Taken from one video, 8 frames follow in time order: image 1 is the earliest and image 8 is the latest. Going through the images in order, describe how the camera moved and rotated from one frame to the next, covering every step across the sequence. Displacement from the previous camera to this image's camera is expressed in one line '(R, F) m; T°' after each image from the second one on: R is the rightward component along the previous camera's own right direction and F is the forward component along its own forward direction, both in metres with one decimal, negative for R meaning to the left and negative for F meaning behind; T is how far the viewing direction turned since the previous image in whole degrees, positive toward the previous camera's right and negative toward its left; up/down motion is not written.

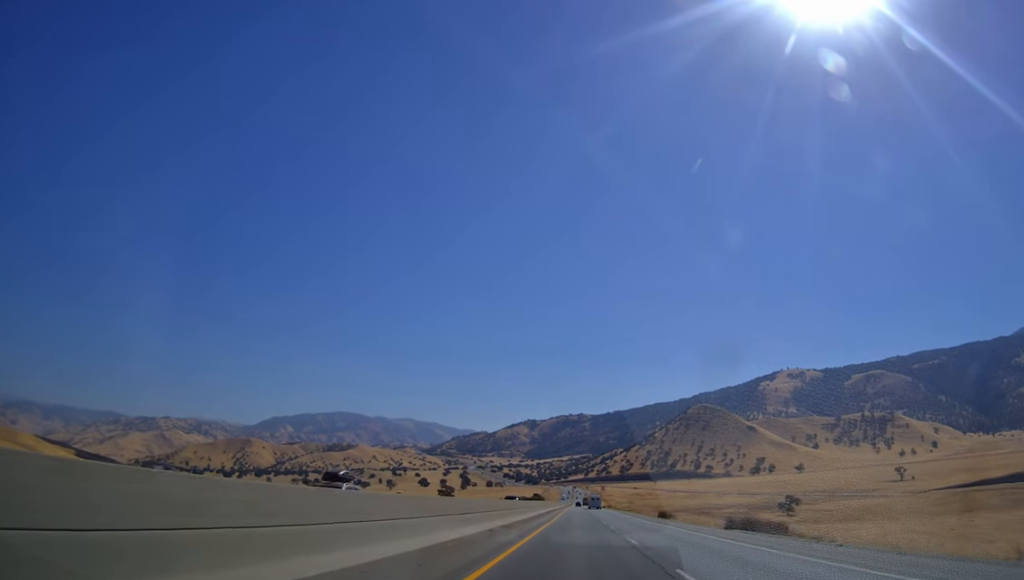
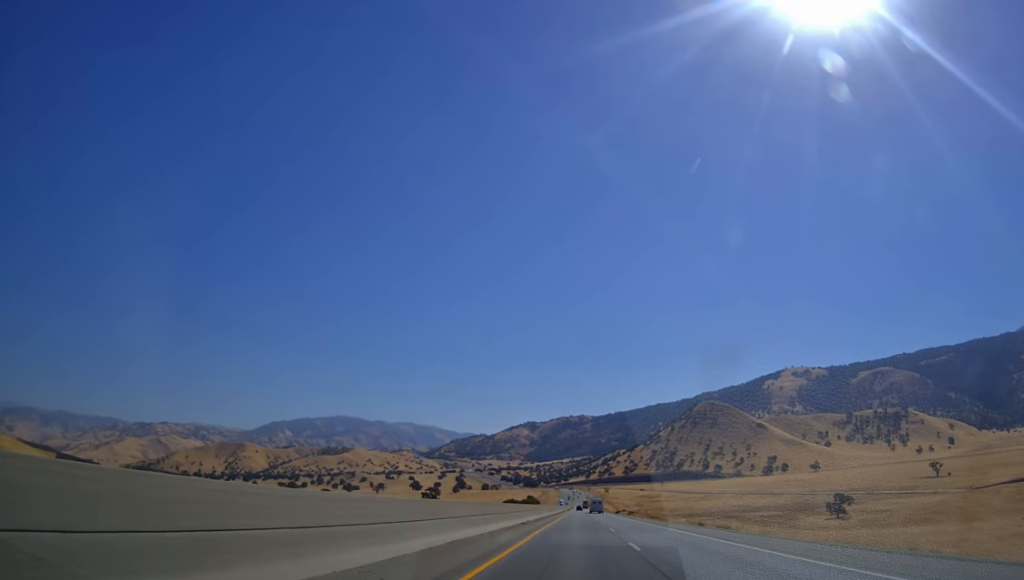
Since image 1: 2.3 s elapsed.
(+0.4, +73.5) m; 0°
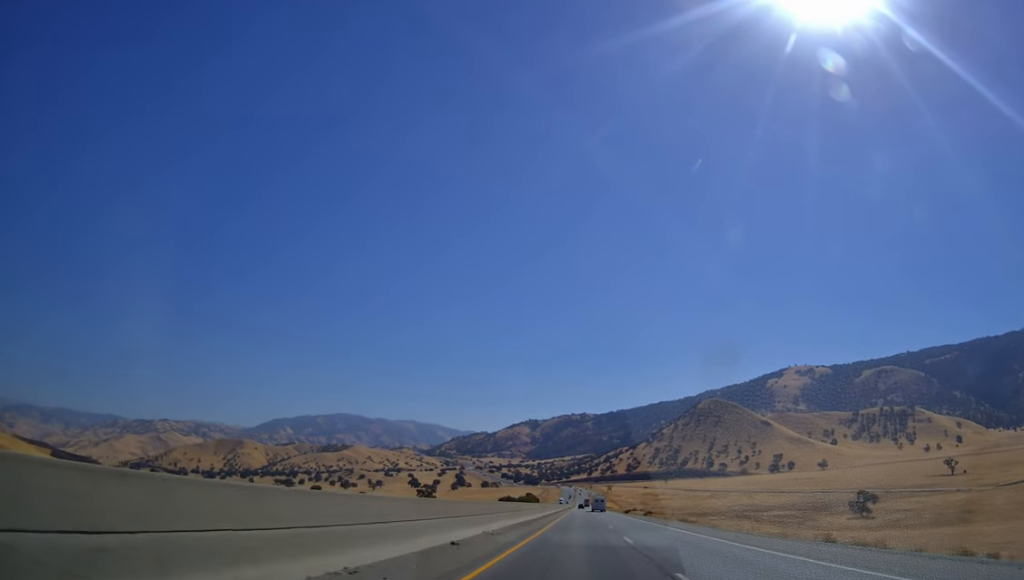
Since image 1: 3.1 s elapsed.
(+0.5, +25.3) m; 0°
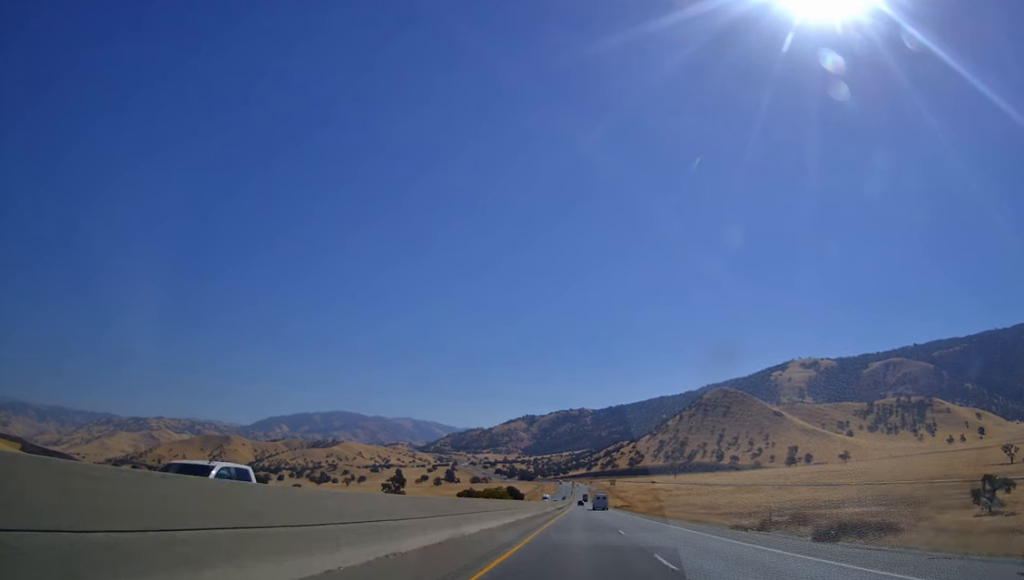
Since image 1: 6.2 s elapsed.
(-1.2, +97.8) m; 0°
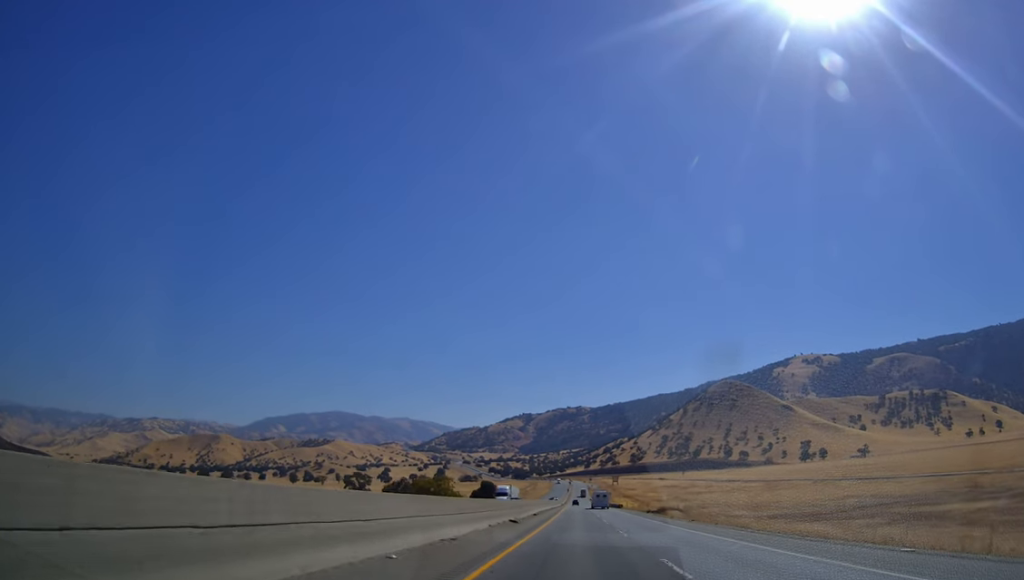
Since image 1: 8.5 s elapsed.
(-0.2, +74.6) m; 0°
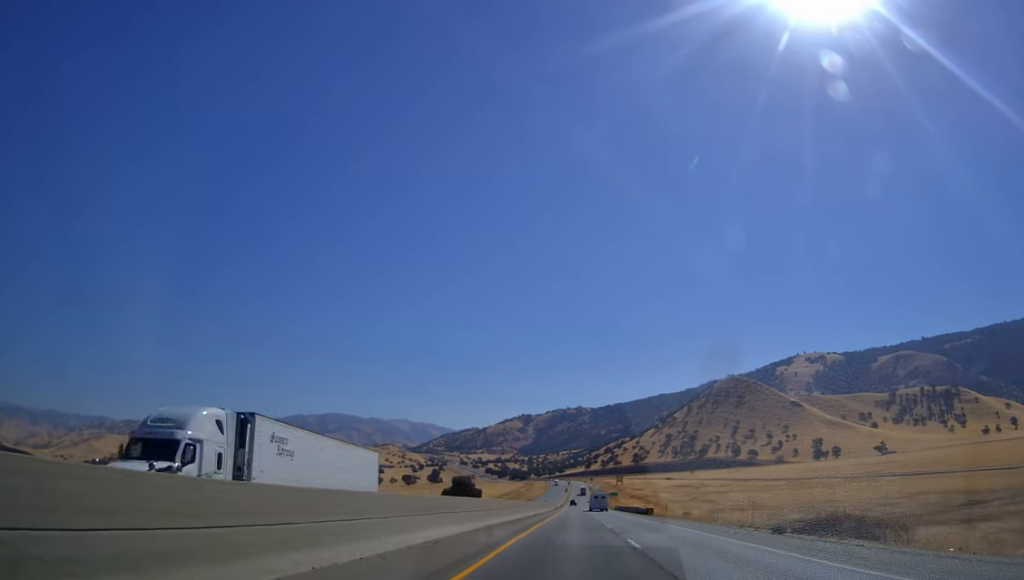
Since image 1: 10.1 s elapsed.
(+0.1, +51.3) m; 0°
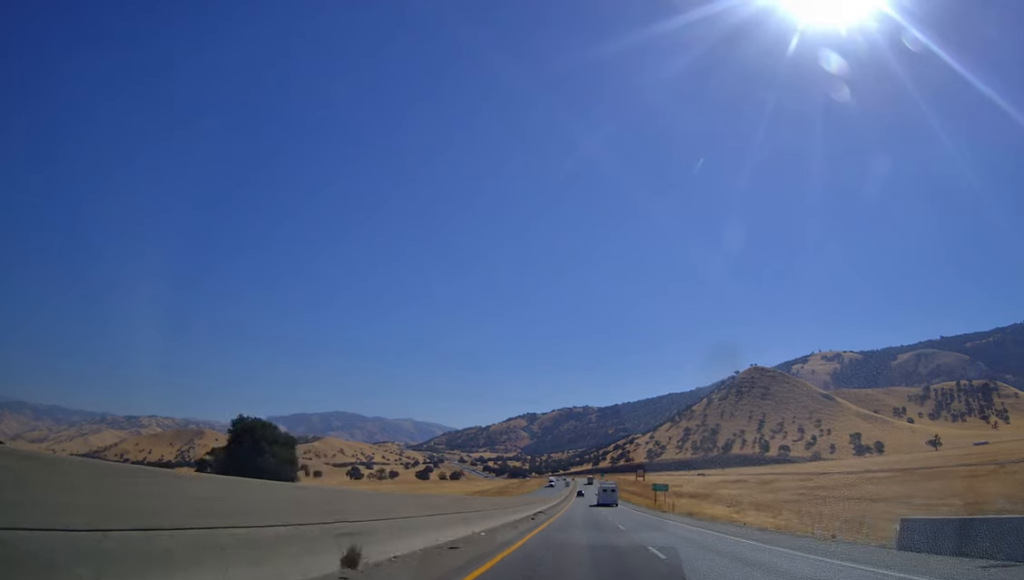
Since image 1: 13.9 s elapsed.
(+0.3, +119.6) m; 0°
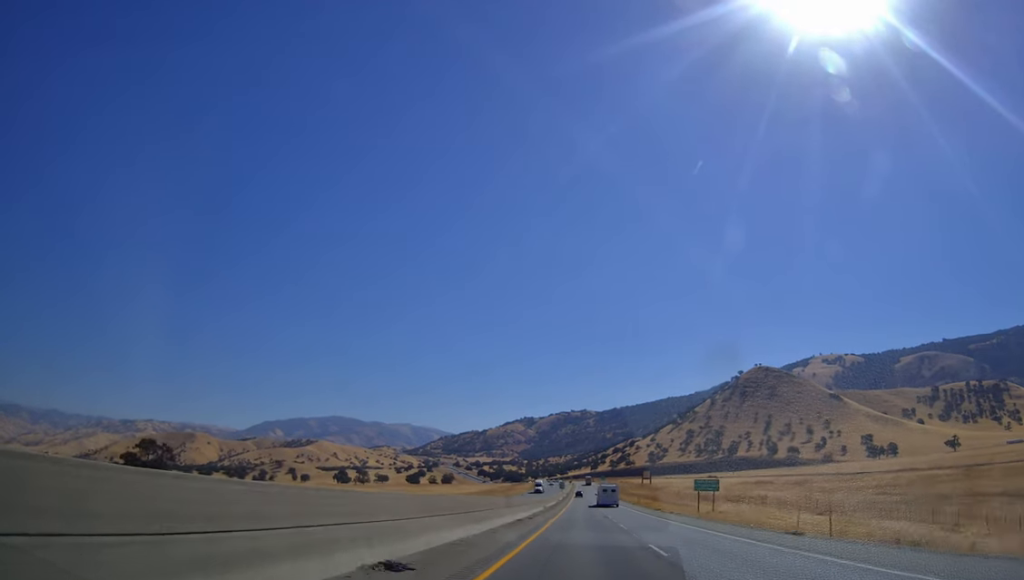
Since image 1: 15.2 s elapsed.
(-0.4, +42.6) m; 0°
